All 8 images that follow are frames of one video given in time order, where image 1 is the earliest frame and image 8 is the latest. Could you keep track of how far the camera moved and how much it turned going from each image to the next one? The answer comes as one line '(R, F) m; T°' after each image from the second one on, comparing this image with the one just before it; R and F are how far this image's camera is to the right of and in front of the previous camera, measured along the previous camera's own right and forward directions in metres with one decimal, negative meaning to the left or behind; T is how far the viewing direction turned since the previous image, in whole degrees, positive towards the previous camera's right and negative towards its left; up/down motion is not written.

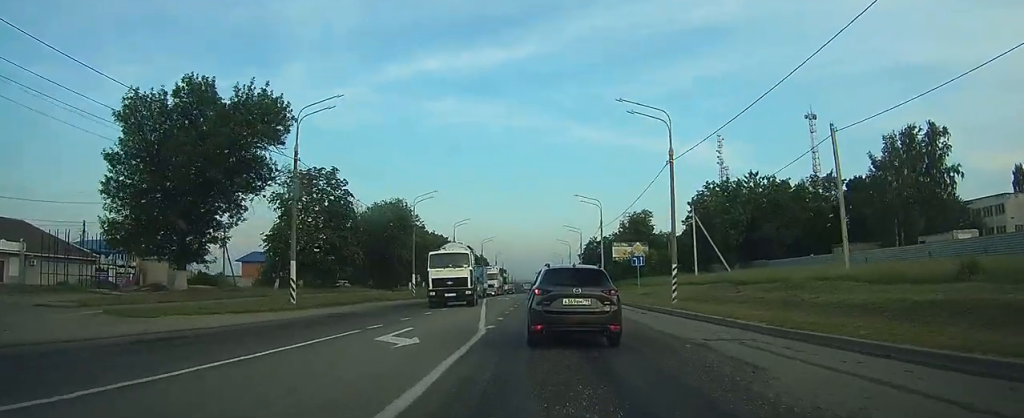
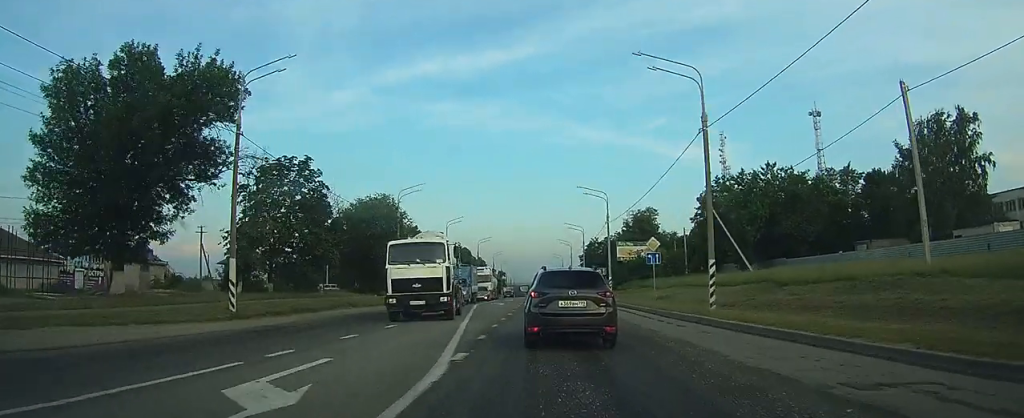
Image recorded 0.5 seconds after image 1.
(0.0, +6.1) m; 0°
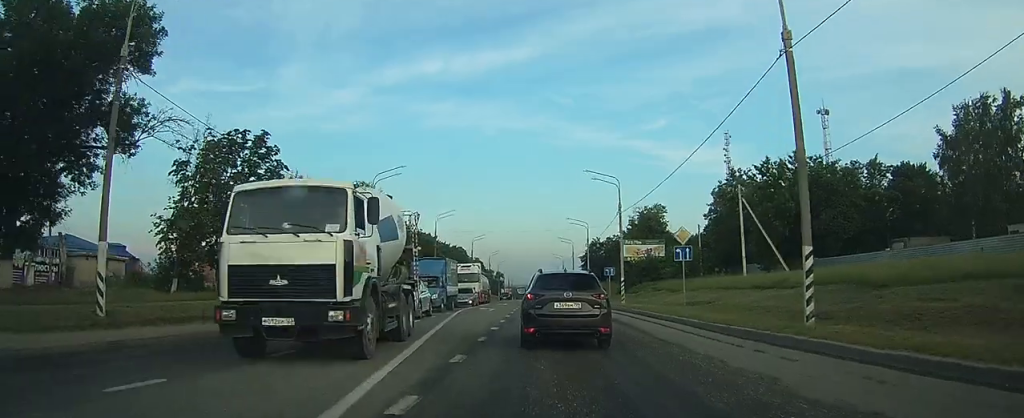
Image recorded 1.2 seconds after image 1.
(0.0, +8.1) m; 0°
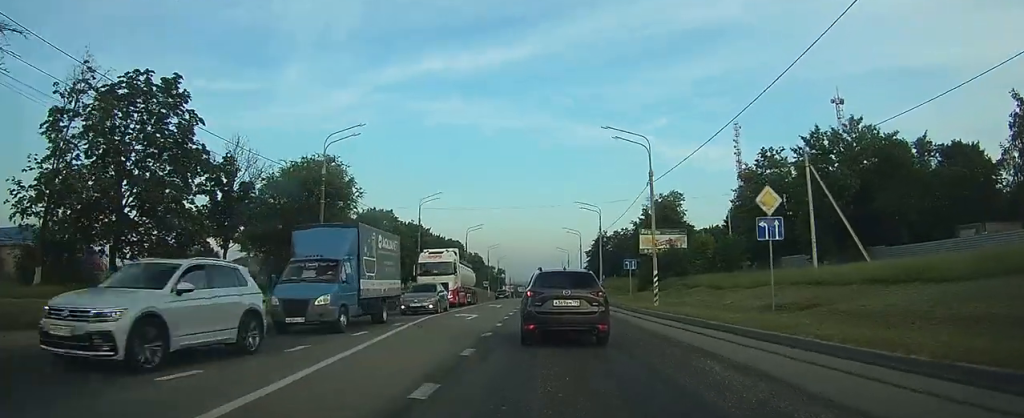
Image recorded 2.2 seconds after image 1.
(0.0, +11.3) m; 0°
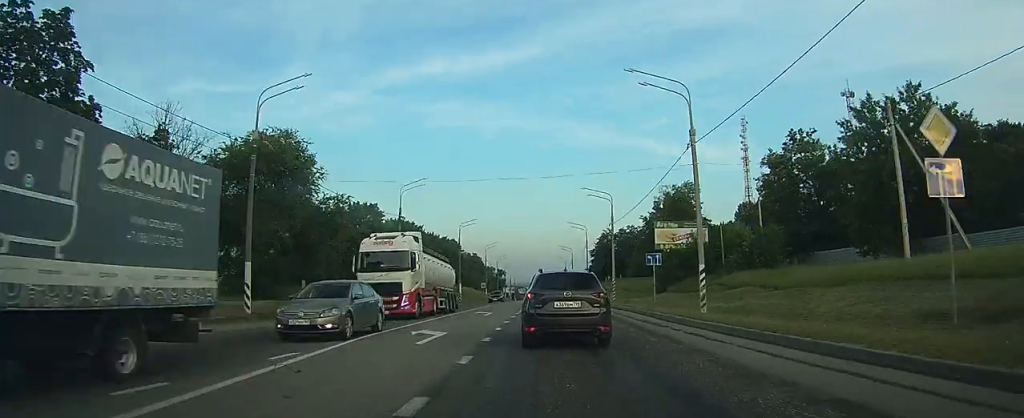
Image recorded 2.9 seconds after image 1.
(0.0, +8.7) m; 0°
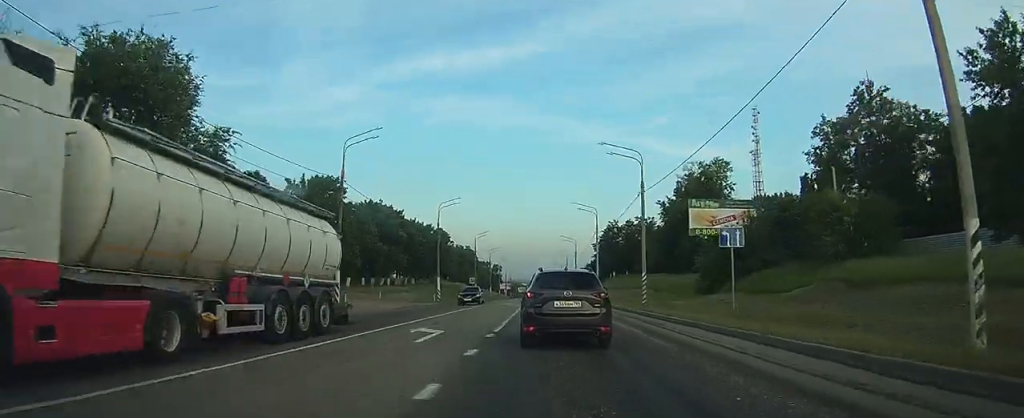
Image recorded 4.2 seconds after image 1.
(0.0, +14.8) m; -1°
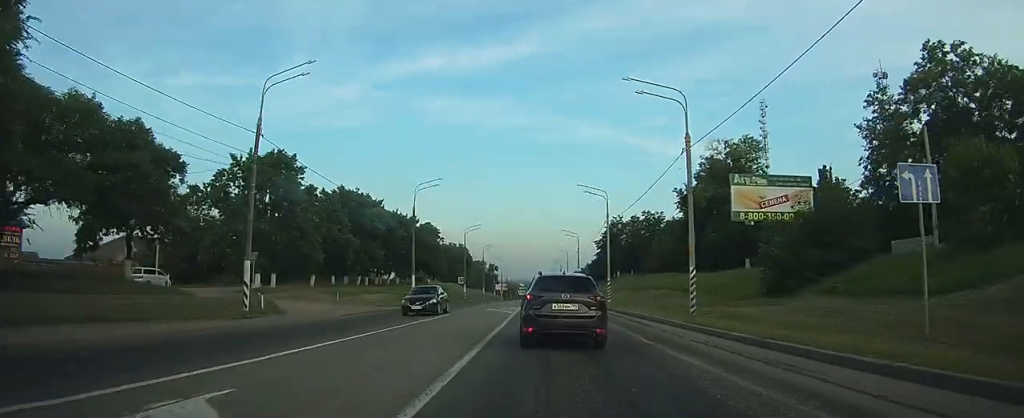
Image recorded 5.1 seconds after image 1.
(-0.2, +11.4) m; -1°
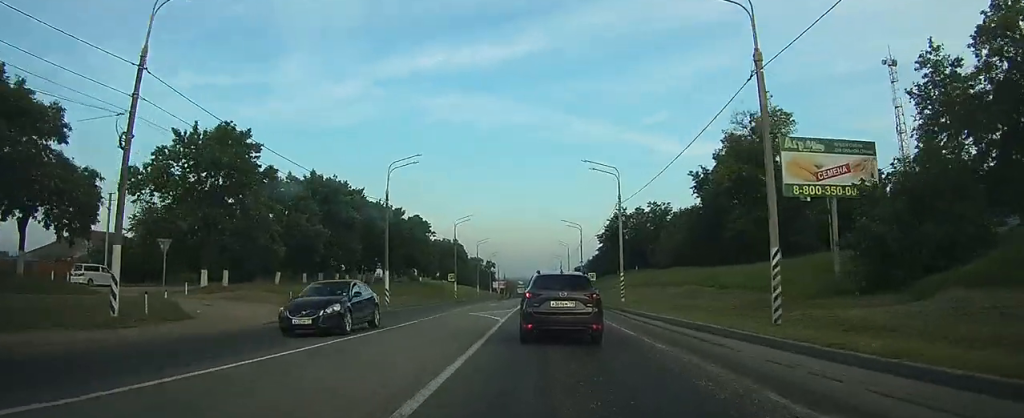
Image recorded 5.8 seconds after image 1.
(0.0, +8.6) m; 0°
